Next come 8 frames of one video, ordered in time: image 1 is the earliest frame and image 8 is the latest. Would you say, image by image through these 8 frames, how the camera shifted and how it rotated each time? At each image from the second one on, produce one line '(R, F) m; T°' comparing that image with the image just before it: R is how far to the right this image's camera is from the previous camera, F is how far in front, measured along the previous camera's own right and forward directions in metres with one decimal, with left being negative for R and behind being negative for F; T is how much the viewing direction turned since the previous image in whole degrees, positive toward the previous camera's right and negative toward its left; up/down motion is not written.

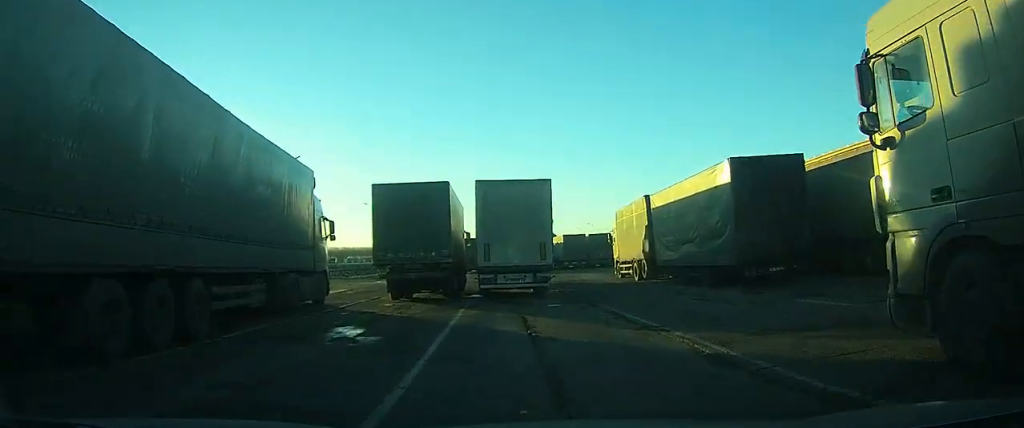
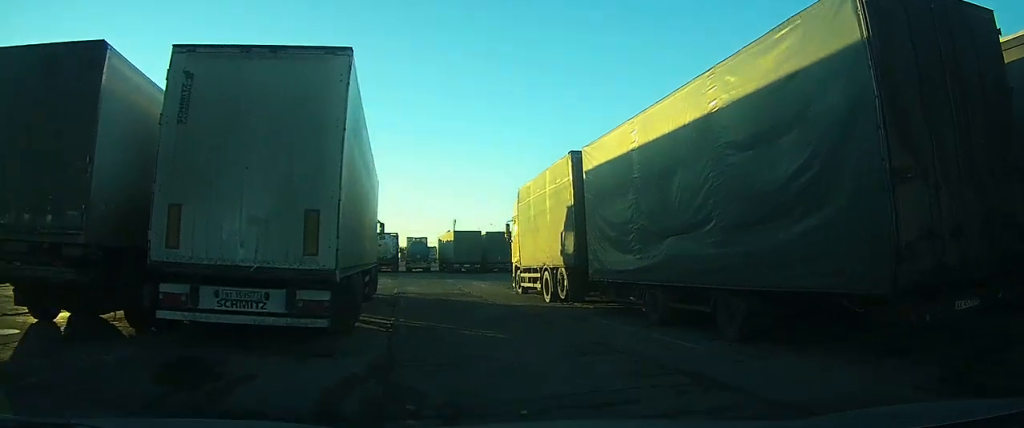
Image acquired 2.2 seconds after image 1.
(0.0, +10.0) m; 0°
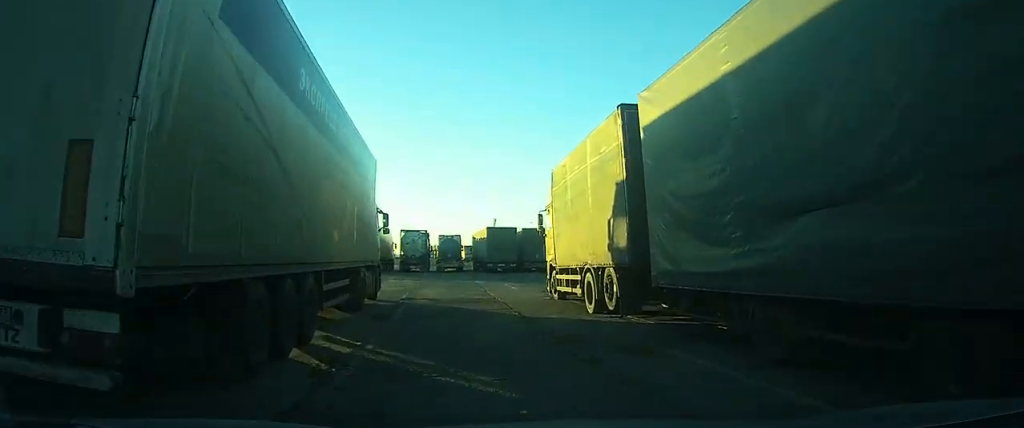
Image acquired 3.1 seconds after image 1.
(0.0, +3.8) m; -1°
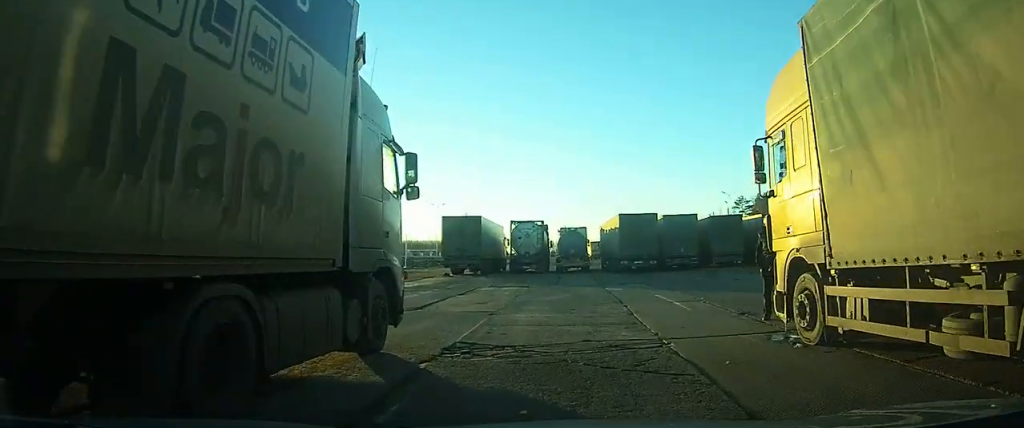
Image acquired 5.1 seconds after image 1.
(-0.4, +8.4) m; -10°
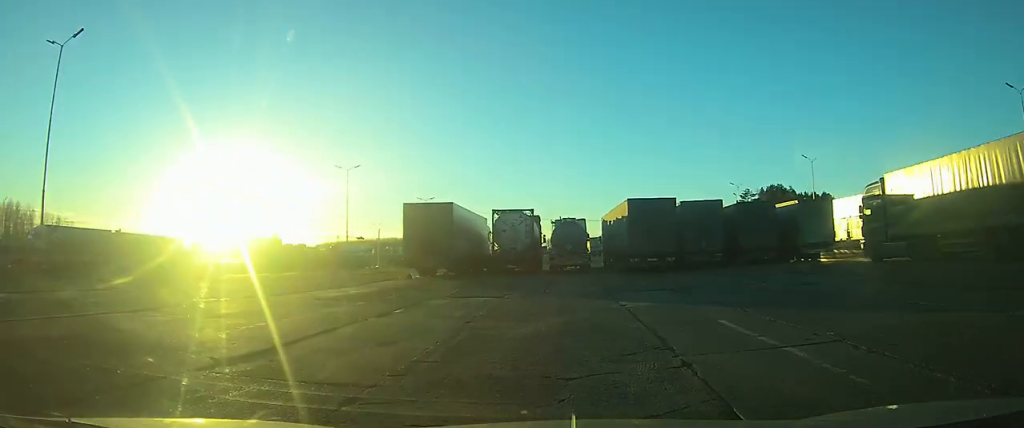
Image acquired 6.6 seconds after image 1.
(-0.8, +6.9) m; -7°
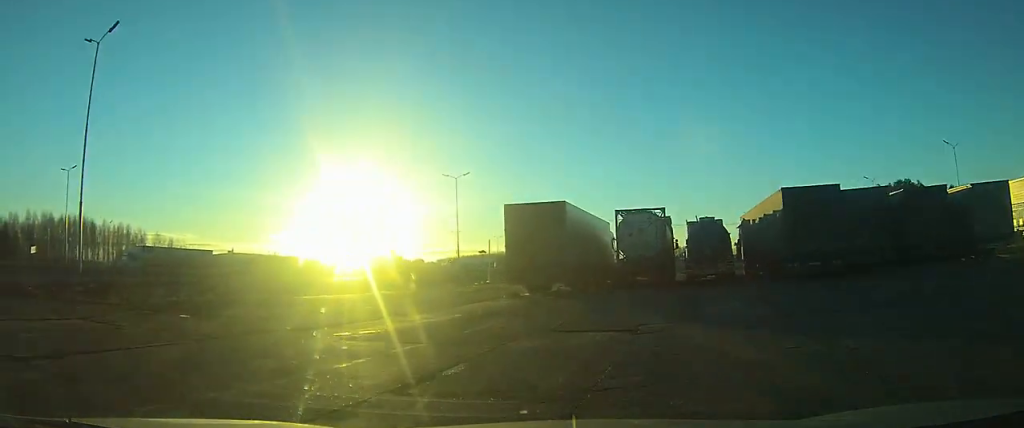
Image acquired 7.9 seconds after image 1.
(-0.2, +7.0) m; -4°
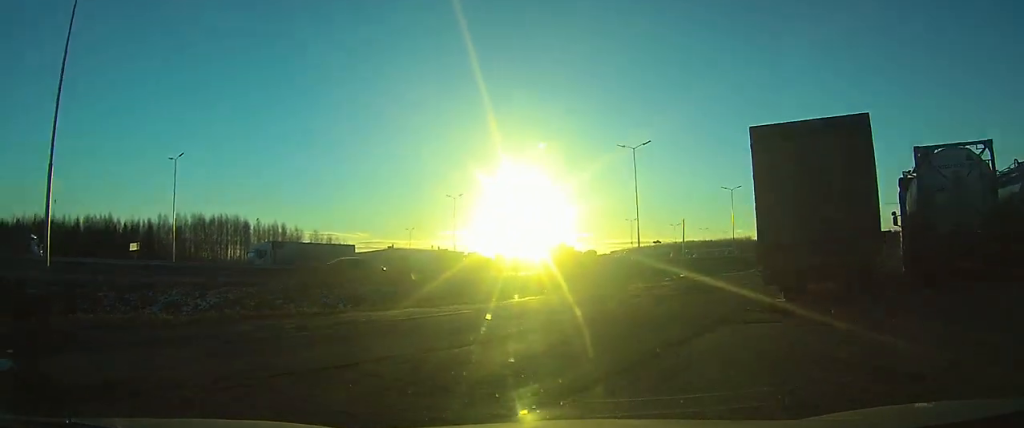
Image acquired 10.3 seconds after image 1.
(-1.0, +14.1) m; -9°
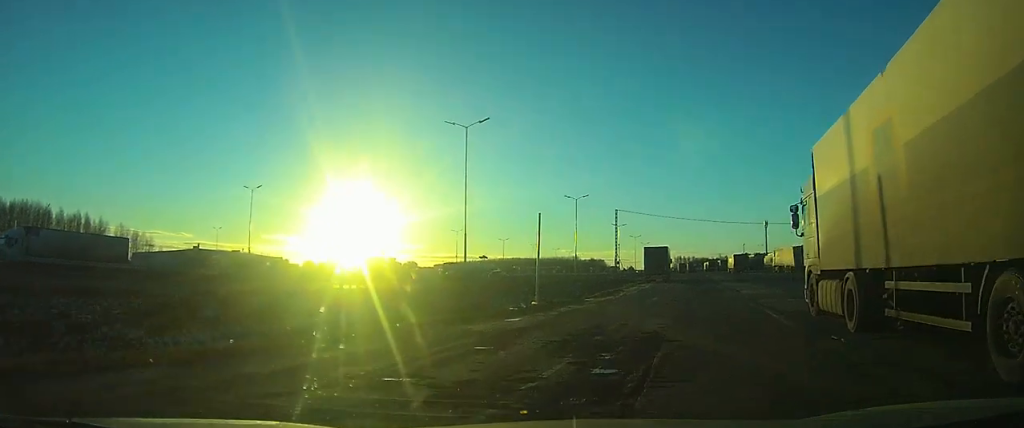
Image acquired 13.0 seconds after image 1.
(-0.5, +16.2) m; +8°
